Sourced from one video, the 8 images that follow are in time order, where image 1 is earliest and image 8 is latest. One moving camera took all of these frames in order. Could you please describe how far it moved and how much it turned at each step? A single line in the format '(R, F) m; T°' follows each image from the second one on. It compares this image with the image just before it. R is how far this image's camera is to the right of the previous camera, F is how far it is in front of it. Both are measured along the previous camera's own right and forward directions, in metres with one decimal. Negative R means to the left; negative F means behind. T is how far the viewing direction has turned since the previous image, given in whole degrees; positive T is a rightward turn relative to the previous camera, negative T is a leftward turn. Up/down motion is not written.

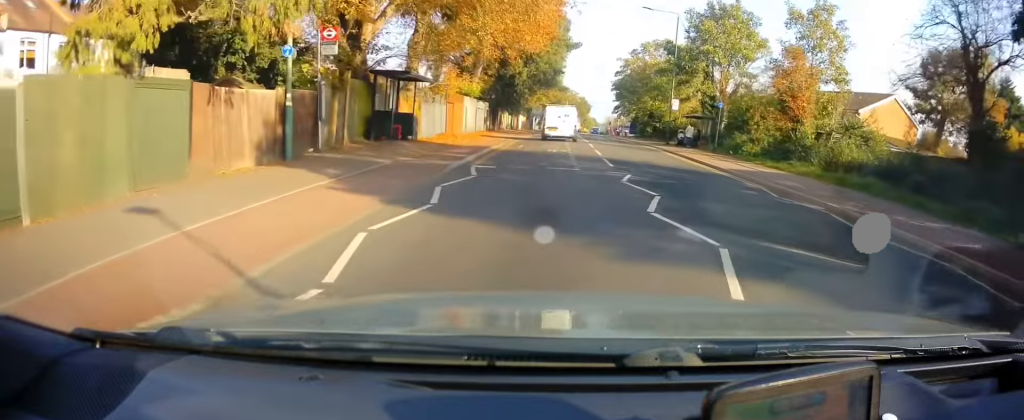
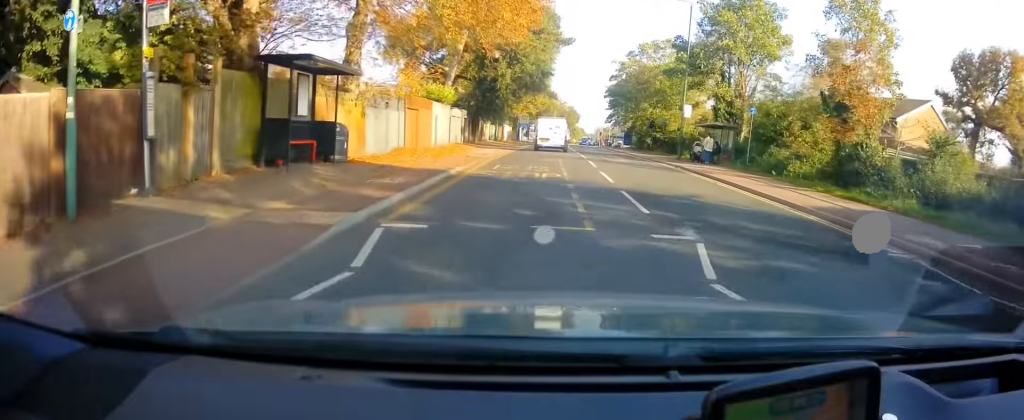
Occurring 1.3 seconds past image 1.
(-0.1, +7.0) m; 0°
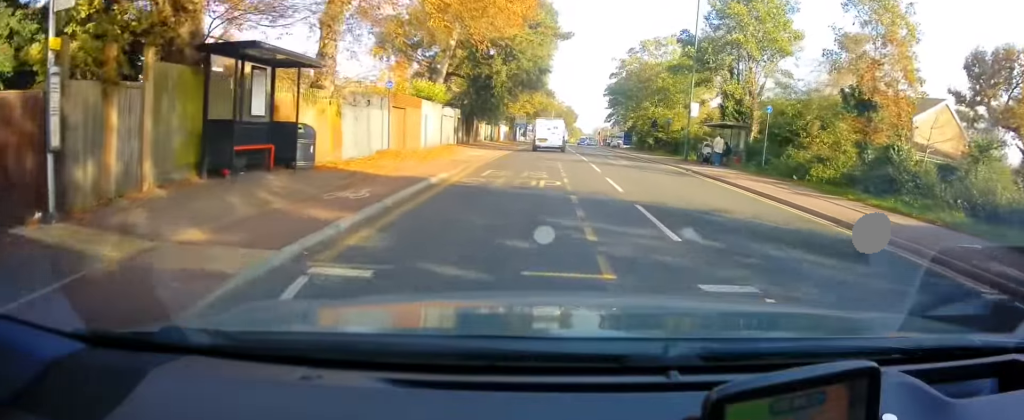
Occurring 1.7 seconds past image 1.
(+0.1, +2.2) m; 0°
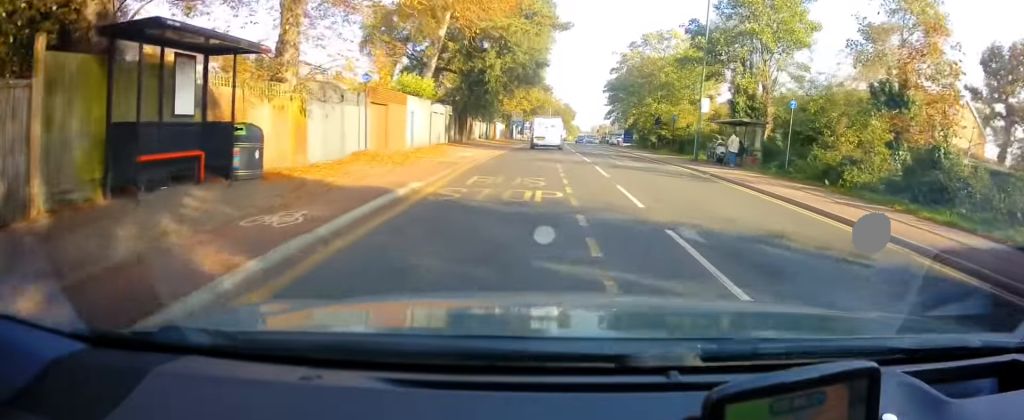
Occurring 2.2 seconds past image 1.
(0.0, +2.7) m; 0°
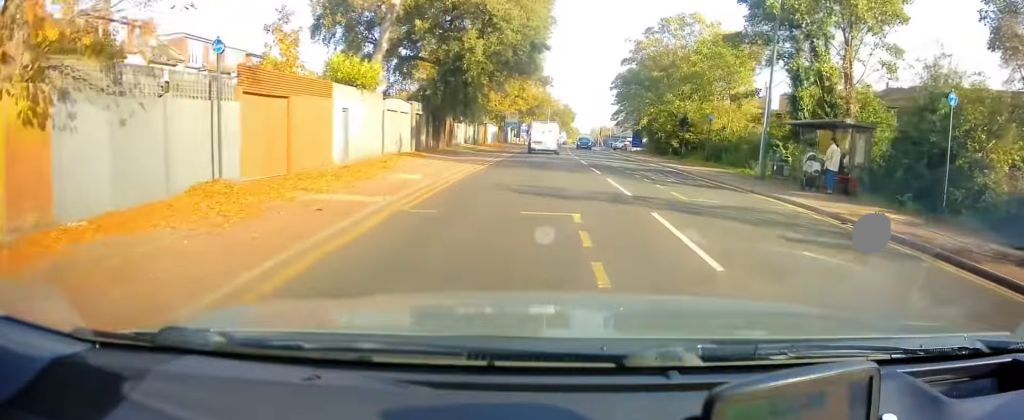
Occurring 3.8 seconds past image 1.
(+0.2, +9.9) m; +3°
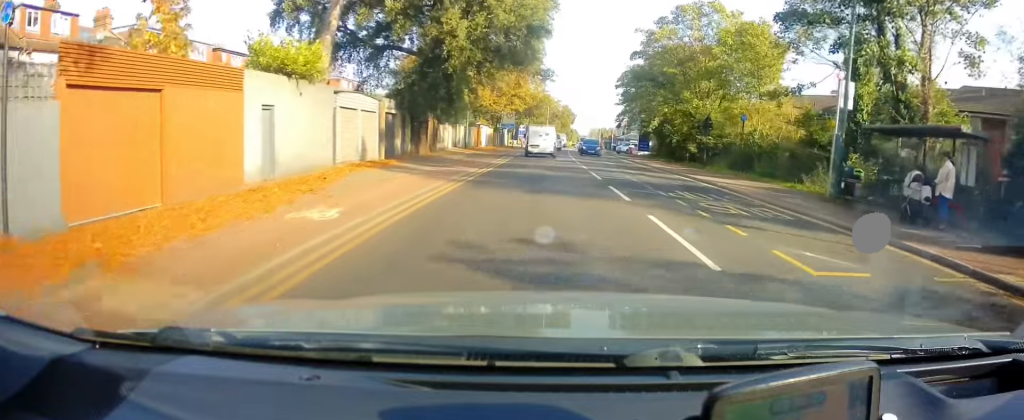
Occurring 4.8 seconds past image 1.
(0.0, +5.7) m; -2°
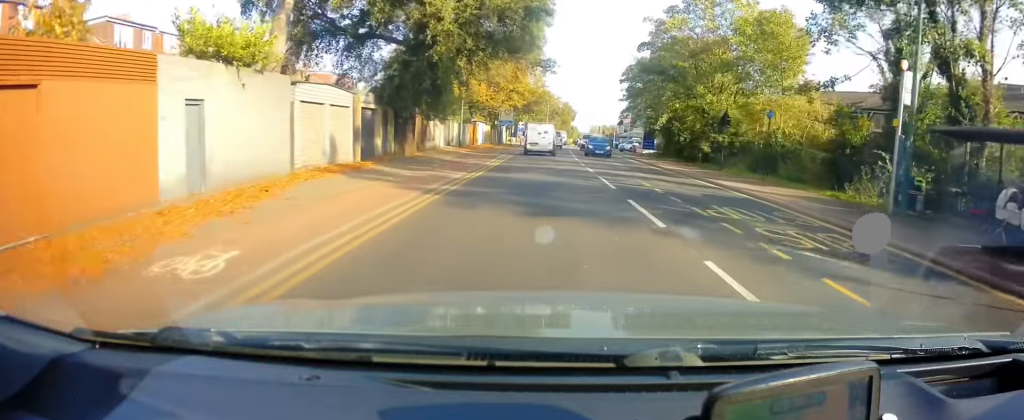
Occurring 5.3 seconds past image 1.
(-0.1, +3.3) m; 0°
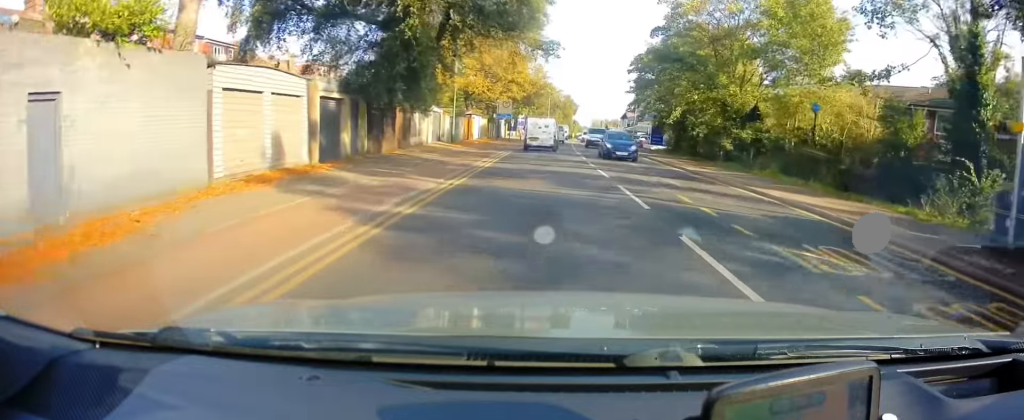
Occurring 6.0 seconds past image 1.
(-0.2, +4.3) m; 0°
